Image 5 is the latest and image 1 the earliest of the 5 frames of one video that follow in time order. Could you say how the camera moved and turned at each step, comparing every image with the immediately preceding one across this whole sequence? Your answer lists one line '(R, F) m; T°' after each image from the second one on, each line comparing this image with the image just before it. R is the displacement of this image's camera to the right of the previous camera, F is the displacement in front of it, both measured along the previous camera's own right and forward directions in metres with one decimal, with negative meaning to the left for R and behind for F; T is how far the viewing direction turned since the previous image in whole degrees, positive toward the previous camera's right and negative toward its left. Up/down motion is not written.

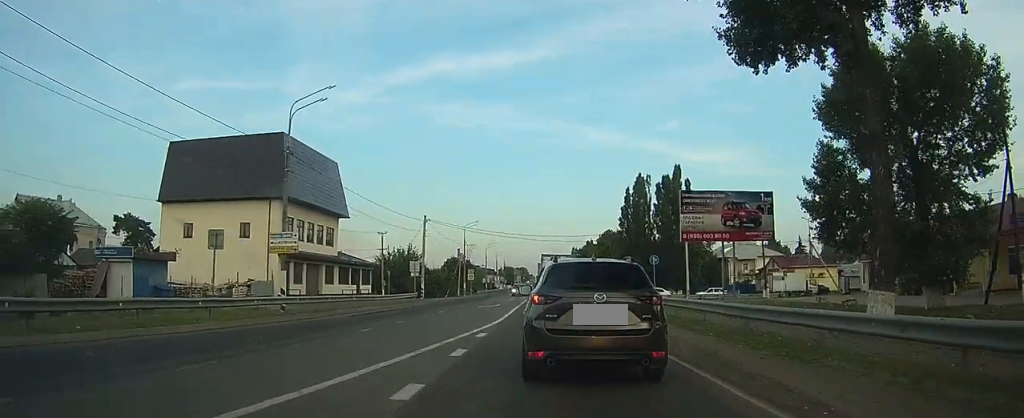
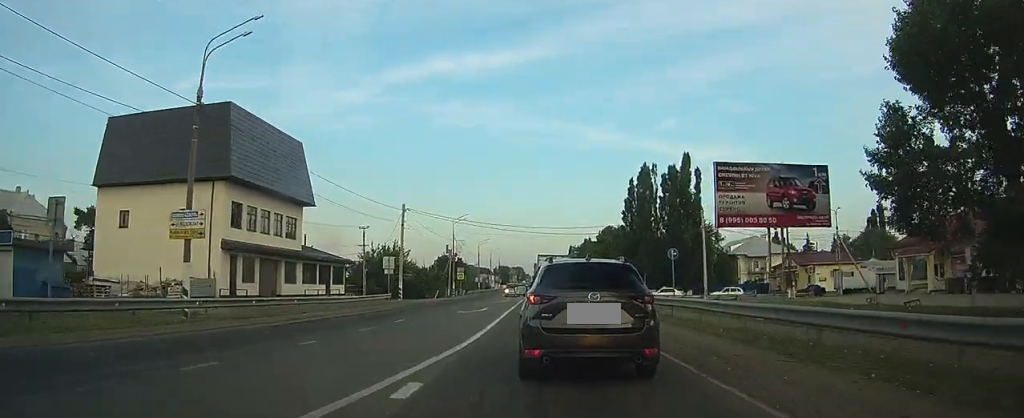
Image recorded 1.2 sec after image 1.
(-0.1, +8.0) m; -1°
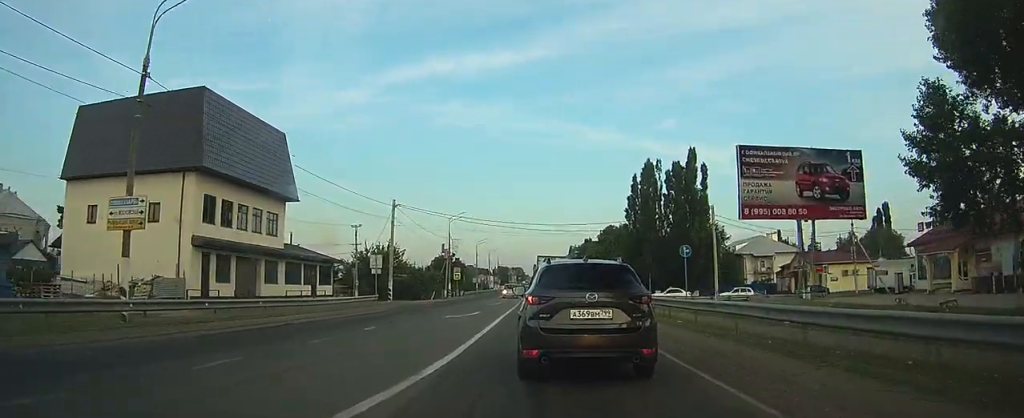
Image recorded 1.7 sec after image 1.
(0.0, +3.4) m; 0°
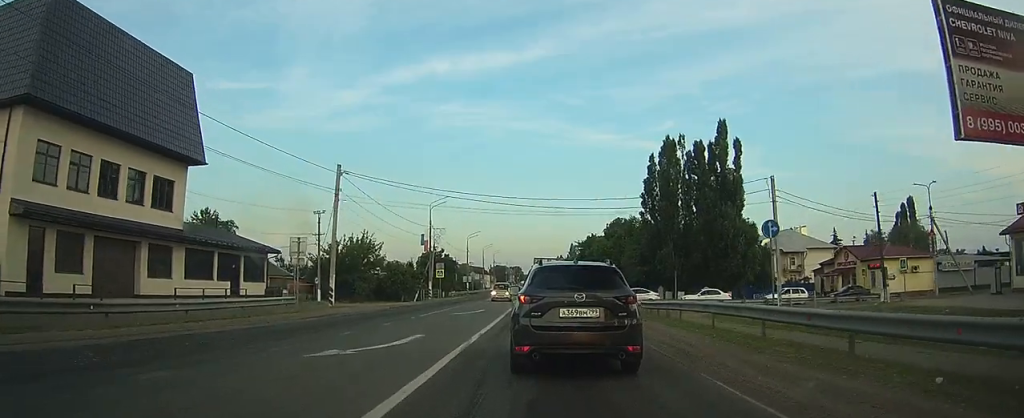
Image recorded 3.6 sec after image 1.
(+0.2, +13.1) m; +2°
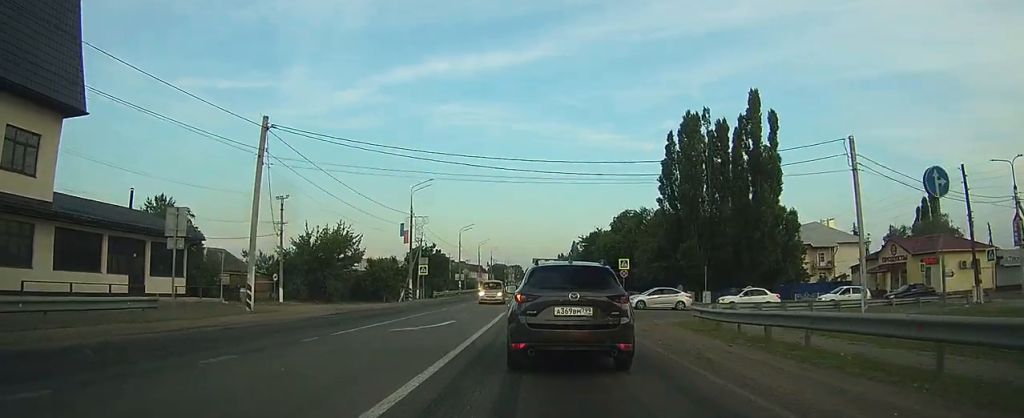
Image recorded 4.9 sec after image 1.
(0.0, +9.6) m; 0°
